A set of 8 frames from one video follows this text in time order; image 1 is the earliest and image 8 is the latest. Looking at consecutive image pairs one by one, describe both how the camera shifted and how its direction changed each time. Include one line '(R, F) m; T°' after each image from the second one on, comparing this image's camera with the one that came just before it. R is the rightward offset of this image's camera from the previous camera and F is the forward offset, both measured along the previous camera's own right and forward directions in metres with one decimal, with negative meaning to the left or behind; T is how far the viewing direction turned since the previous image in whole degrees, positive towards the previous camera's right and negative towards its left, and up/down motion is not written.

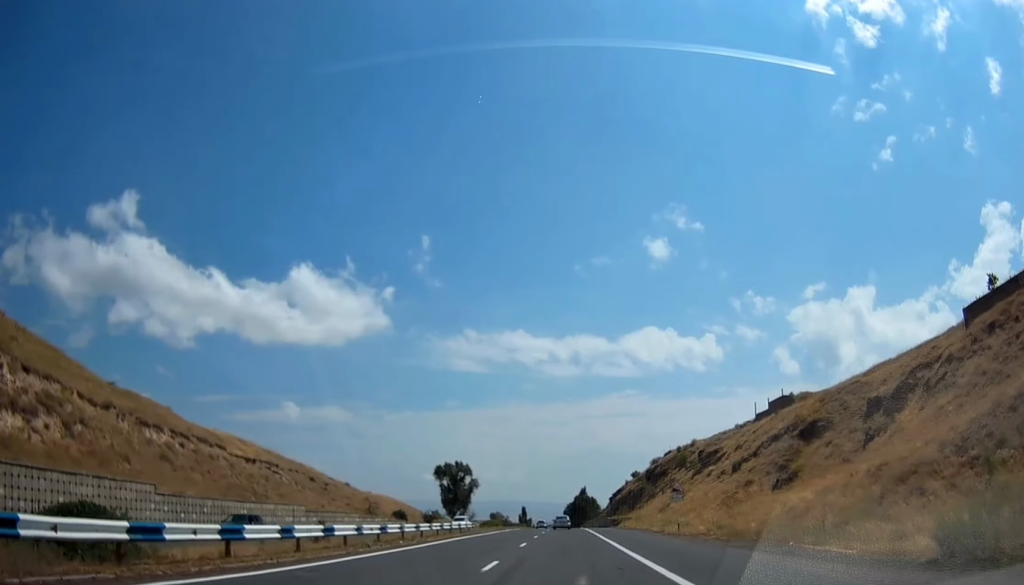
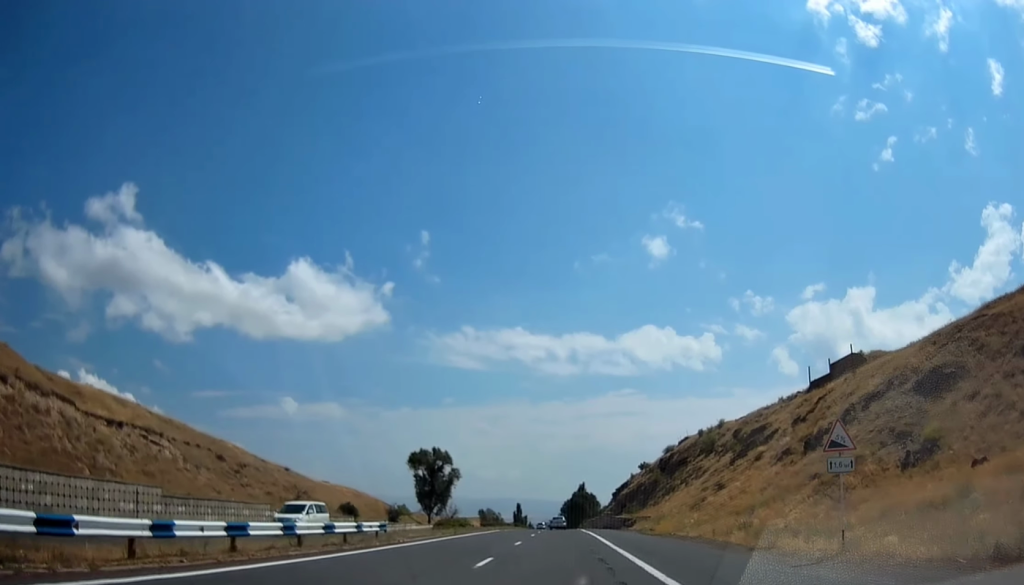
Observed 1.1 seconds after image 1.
(0.0, +24.0) m; +1°
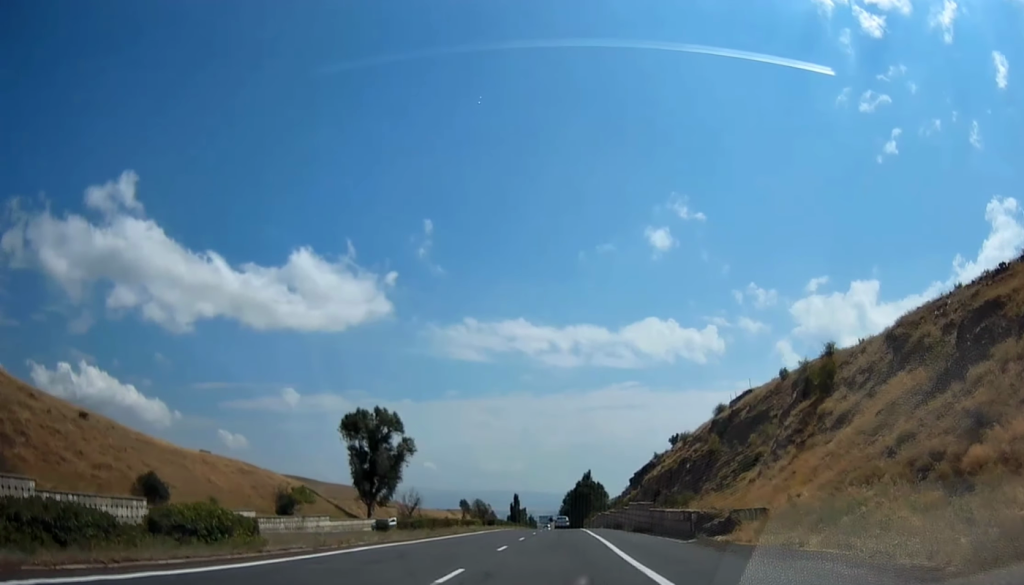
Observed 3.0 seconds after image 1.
(+0.7, +41.8) m; +1°
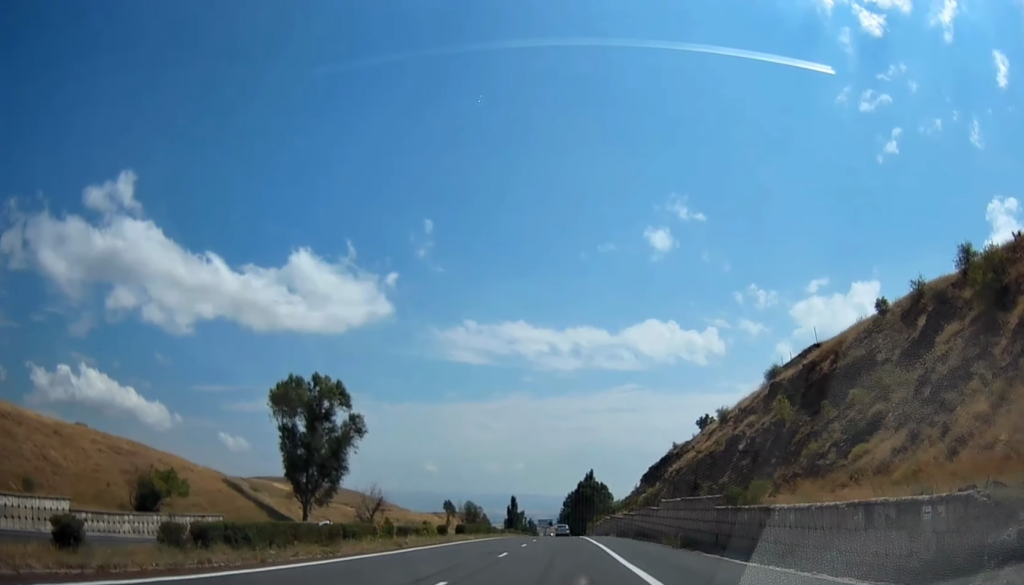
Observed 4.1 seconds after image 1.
(-0.3, +22.9) m; -1°
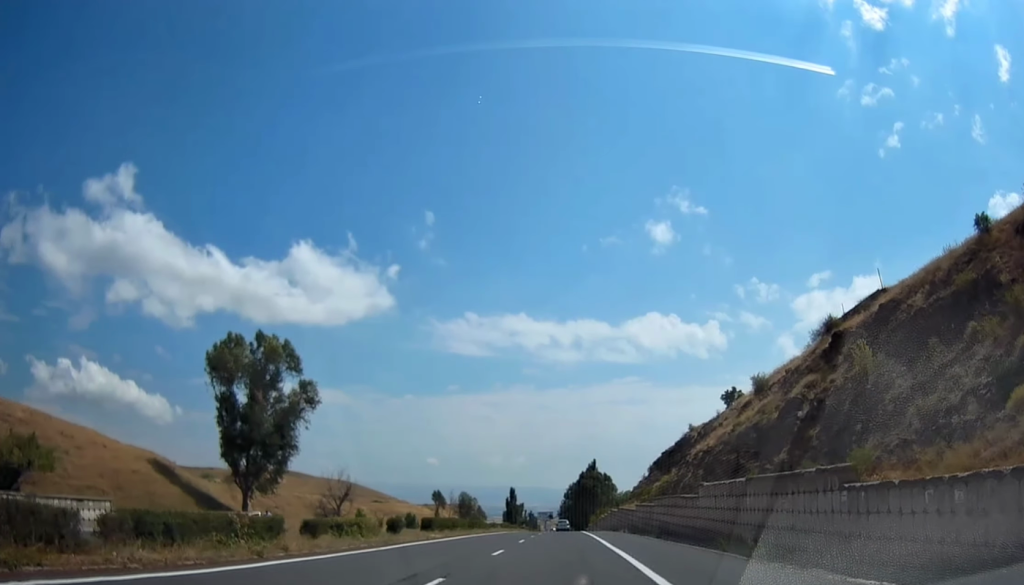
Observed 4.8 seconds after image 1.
(-0.1, +13.6) m; 0°
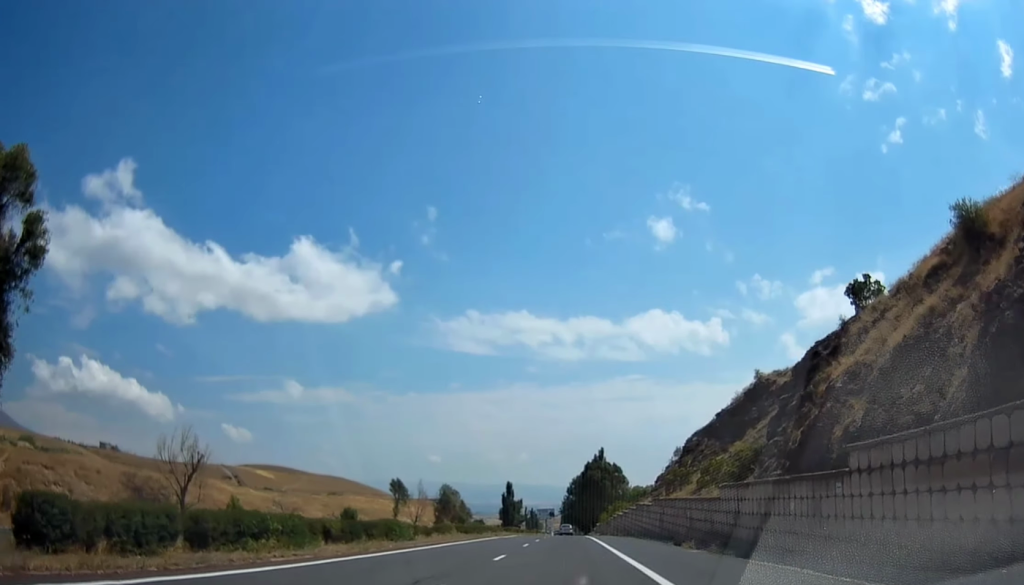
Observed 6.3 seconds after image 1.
(+0.1, +33.1) m; +1°
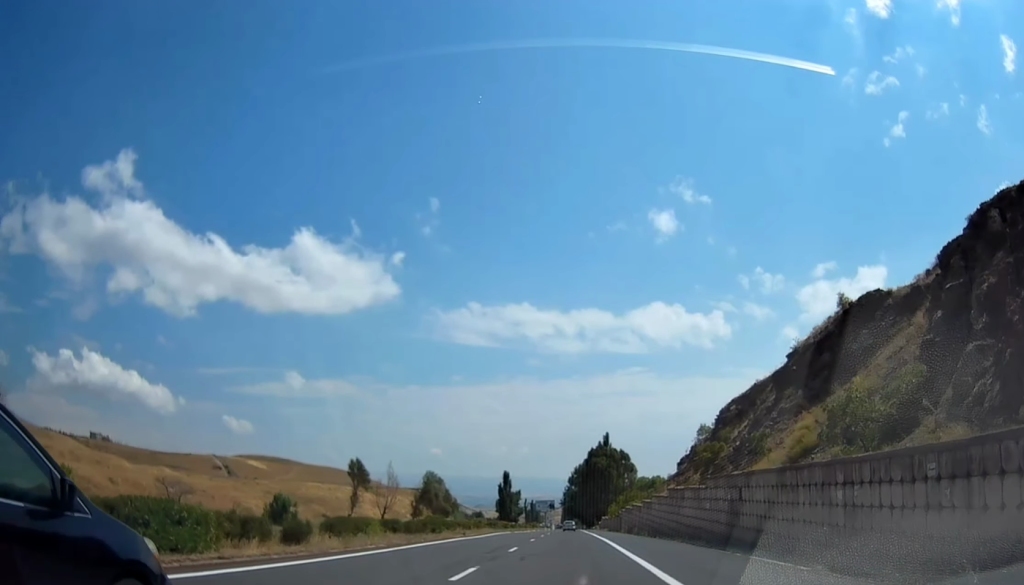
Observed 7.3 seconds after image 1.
(0.0, +20.3) m; 0°
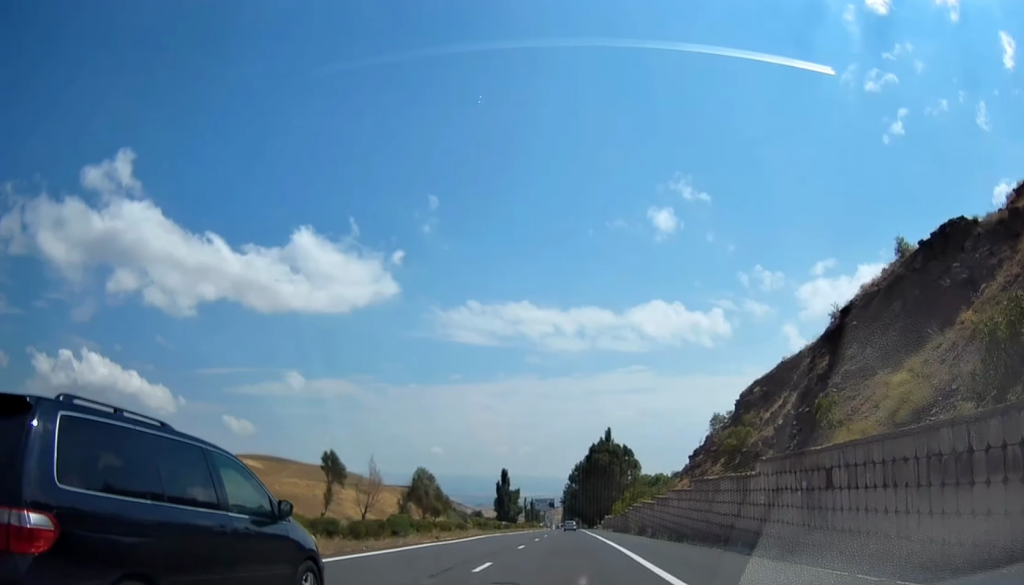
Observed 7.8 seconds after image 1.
(0.0, +8.9) m; 0°
